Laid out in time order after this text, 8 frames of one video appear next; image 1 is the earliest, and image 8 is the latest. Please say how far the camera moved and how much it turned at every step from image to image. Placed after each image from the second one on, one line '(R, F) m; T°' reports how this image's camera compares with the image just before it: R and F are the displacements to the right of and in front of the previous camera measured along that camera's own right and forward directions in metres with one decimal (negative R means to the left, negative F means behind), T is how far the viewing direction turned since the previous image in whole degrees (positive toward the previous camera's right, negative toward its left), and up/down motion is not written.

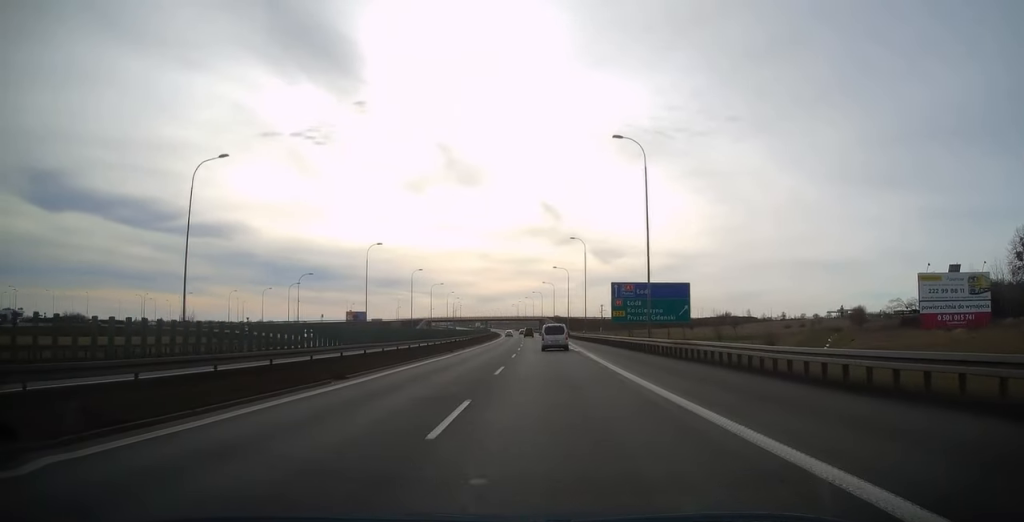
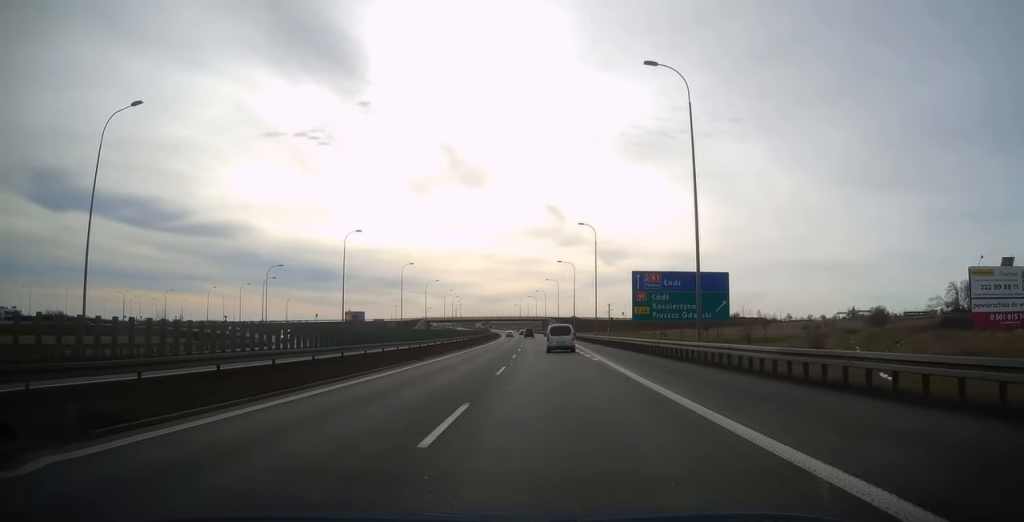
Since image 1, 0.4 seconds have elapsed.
(-0.1, +11.9) m; 0°
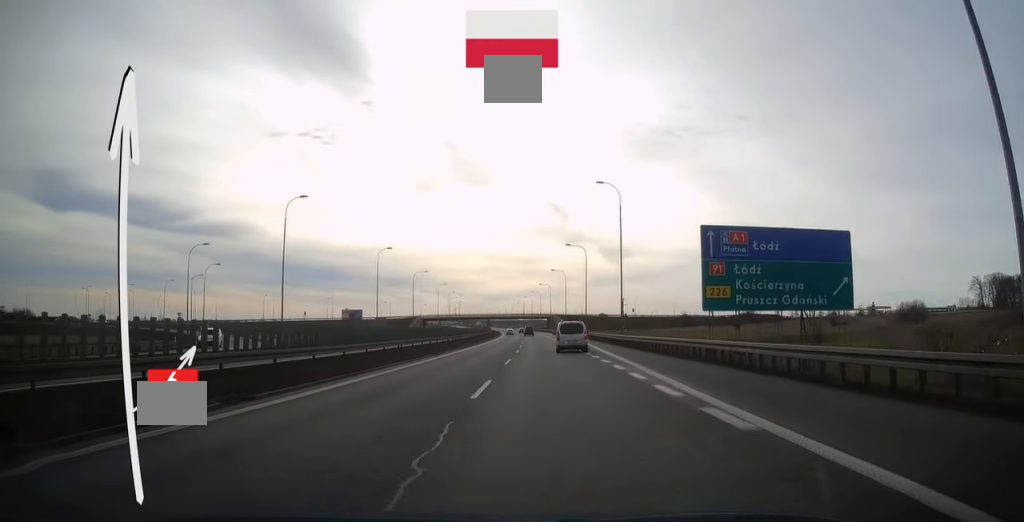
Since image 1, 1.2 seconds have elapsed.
(-0.1, +19.9) m; 0°
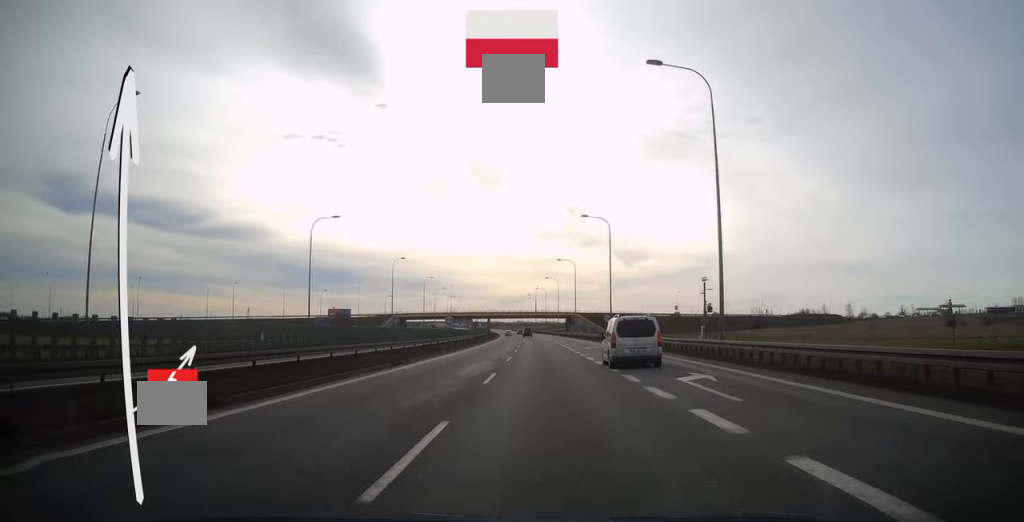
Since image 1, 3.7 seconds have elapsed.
(-0.8, +66.6) m; -1°
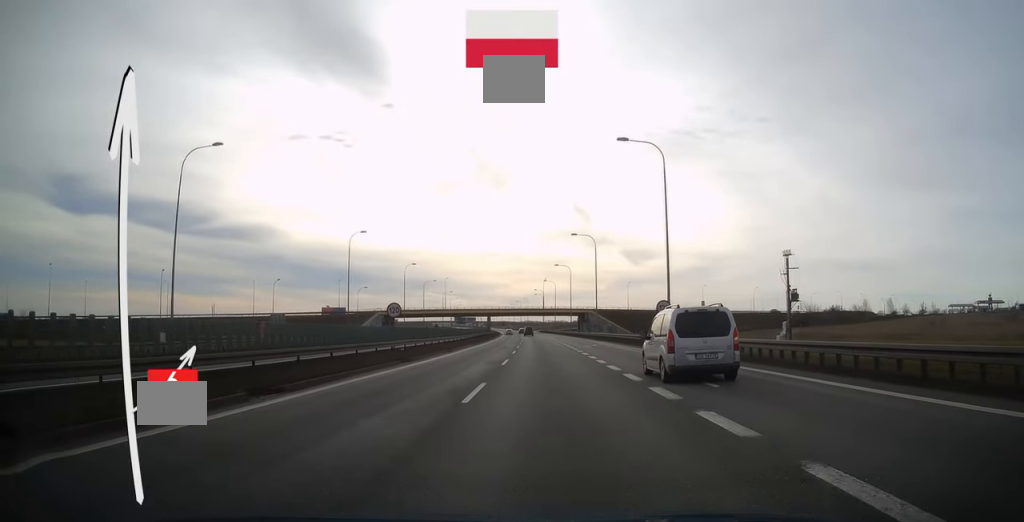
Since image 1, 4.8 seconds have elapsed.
(-0.2, +28.2) m; -1°
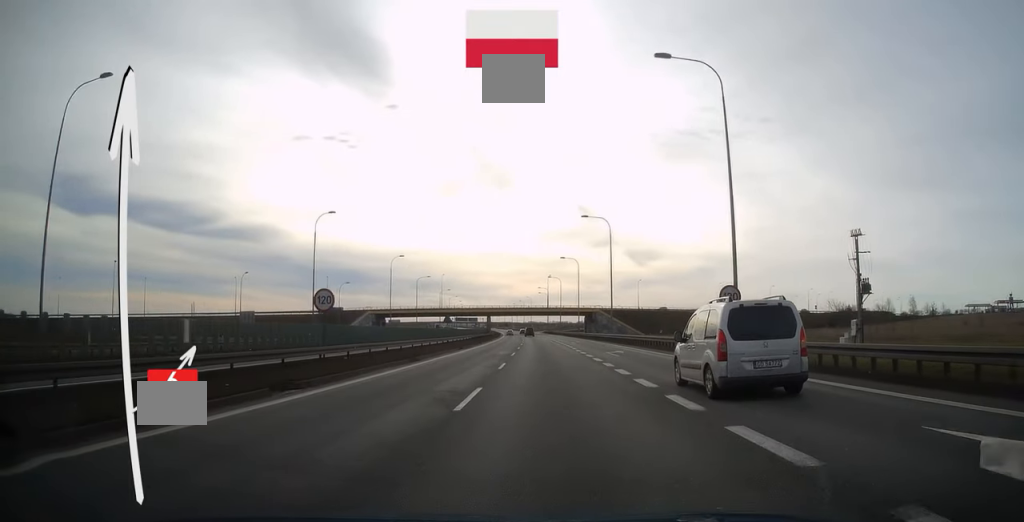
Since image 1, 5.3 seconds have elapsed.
(-0.1, +13.7) m; 0°
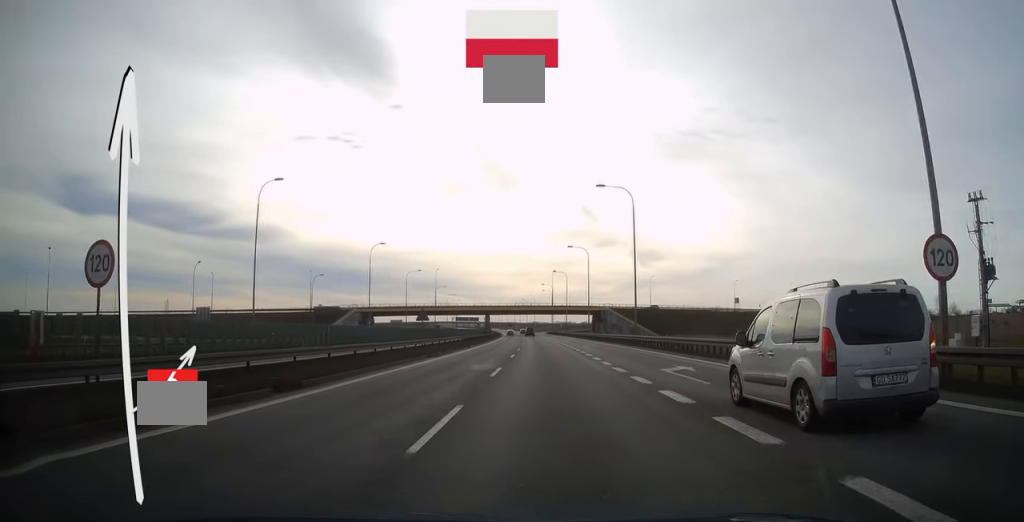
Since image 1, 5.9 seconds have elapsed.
(-0.1, +15.0) m; 0°
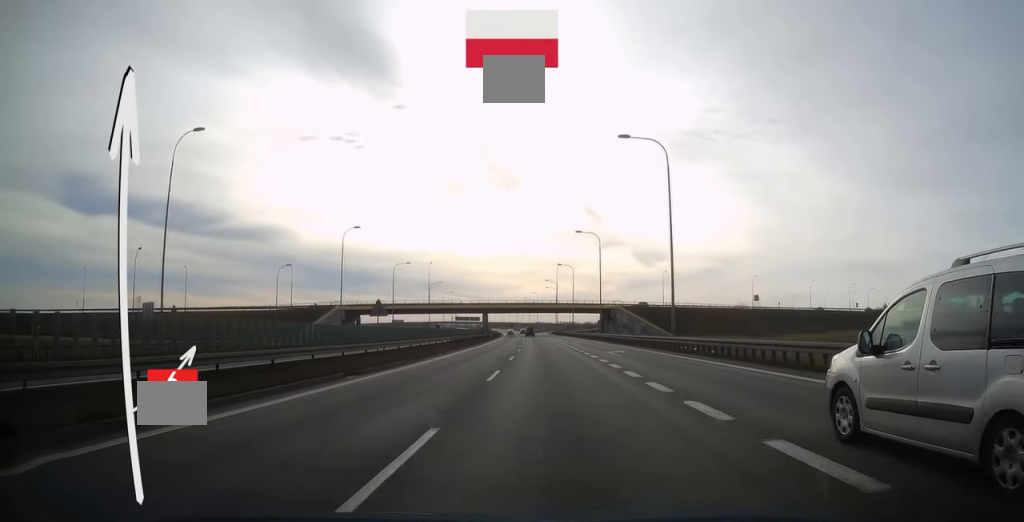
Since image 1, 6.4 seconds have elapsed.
(0.0, +14.1) m; 0°
